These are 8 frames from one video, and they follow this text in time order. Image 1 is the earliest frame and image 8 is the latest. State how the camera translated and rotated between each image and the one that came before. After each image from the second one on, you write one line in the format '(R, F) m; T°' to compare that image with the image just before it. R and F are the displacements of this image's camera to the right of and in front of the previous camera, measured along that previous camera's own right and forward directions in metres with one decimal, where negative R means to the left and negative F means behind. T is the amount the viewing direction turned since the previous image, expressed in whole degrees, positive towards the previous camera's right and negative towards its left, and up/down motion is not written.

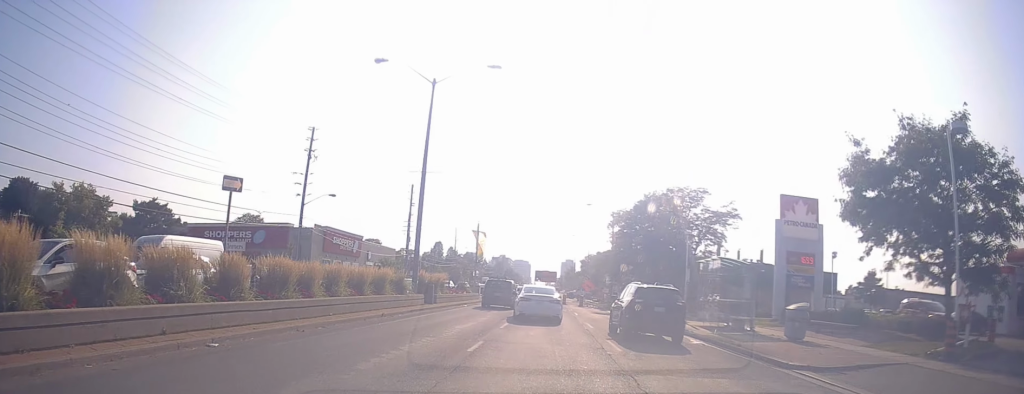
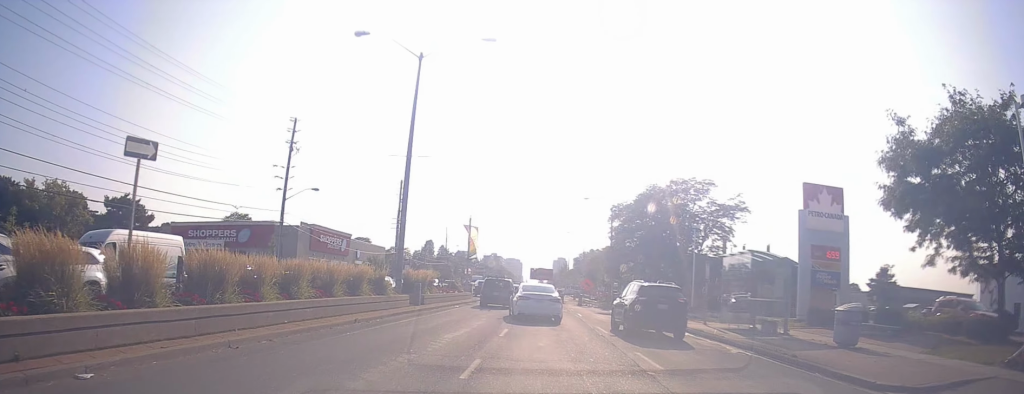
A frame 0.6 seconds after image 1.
(0.0, +2.9) m; 0°
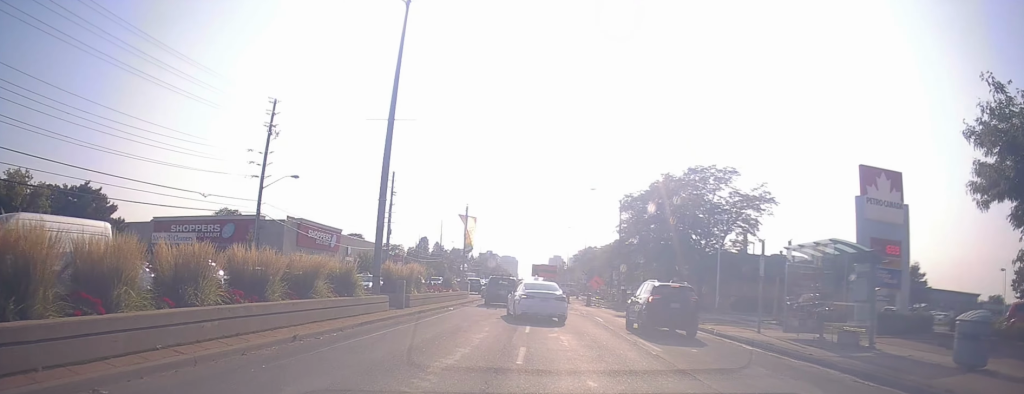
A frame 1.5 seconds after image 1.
(0.0, +4.7) m; 0°
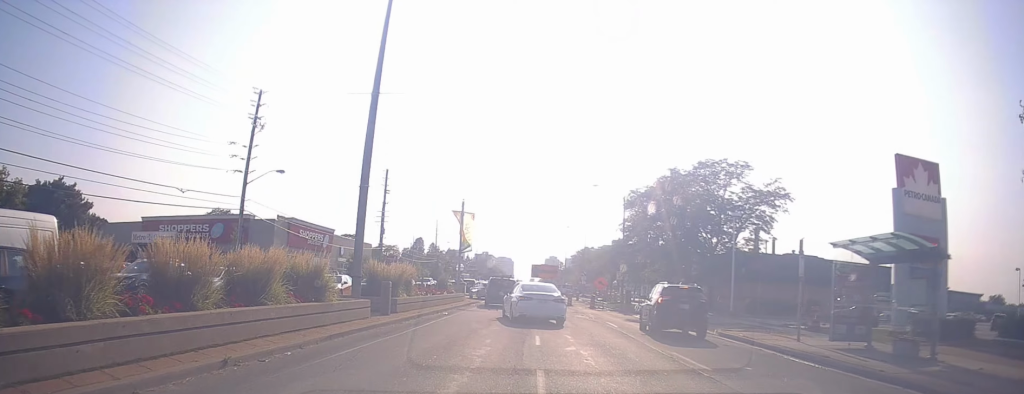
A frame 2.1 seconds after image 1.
(0.0, +2.7) m; 0°
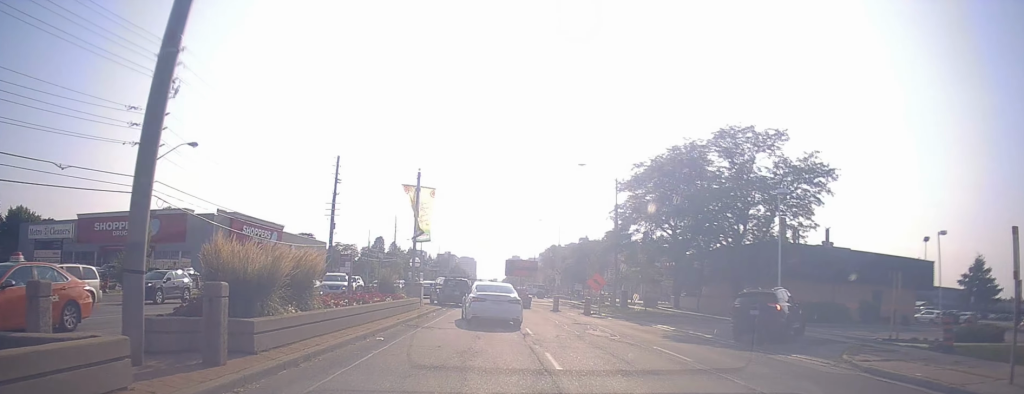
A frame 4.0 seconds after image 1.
(0.0, +10.3) m; 0°
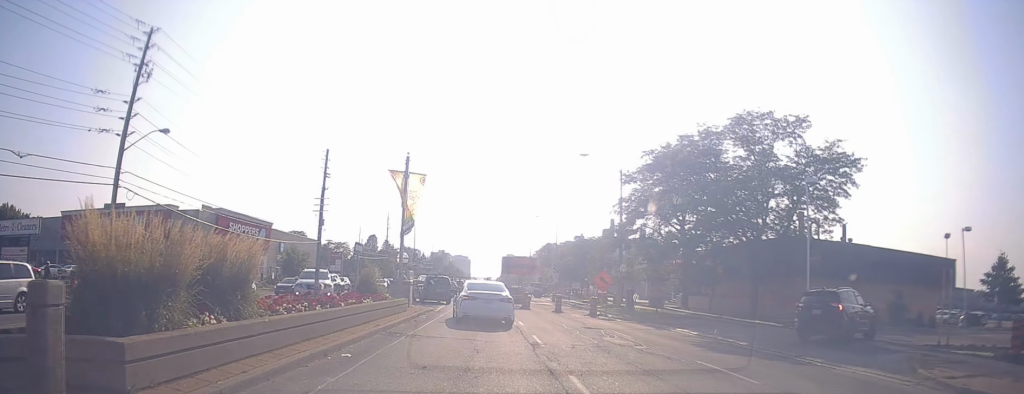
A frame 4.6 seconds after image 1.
(0.0, +3.2) m; +1°
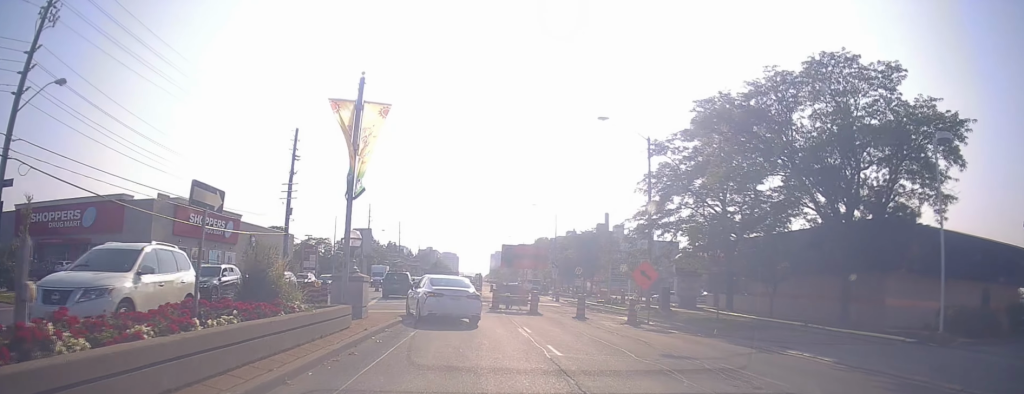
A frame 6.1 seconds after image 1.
(+0.5, +9.3) m; +5°
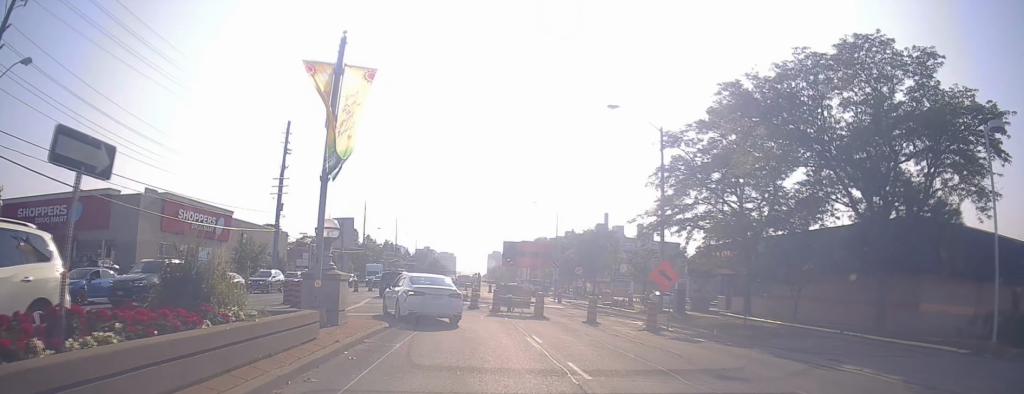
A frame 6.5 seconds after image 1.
(0.0, +2.6) m; 0°
